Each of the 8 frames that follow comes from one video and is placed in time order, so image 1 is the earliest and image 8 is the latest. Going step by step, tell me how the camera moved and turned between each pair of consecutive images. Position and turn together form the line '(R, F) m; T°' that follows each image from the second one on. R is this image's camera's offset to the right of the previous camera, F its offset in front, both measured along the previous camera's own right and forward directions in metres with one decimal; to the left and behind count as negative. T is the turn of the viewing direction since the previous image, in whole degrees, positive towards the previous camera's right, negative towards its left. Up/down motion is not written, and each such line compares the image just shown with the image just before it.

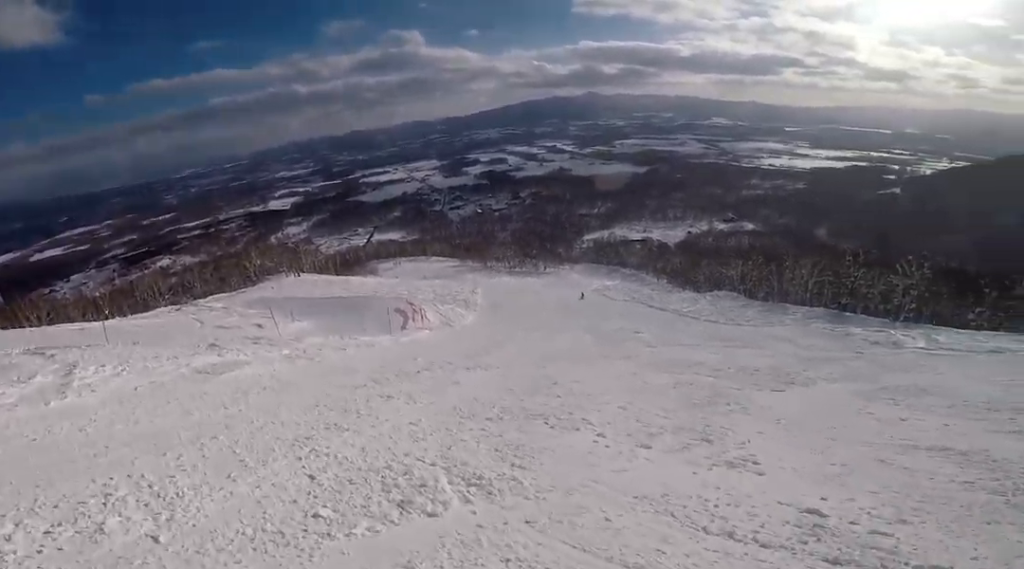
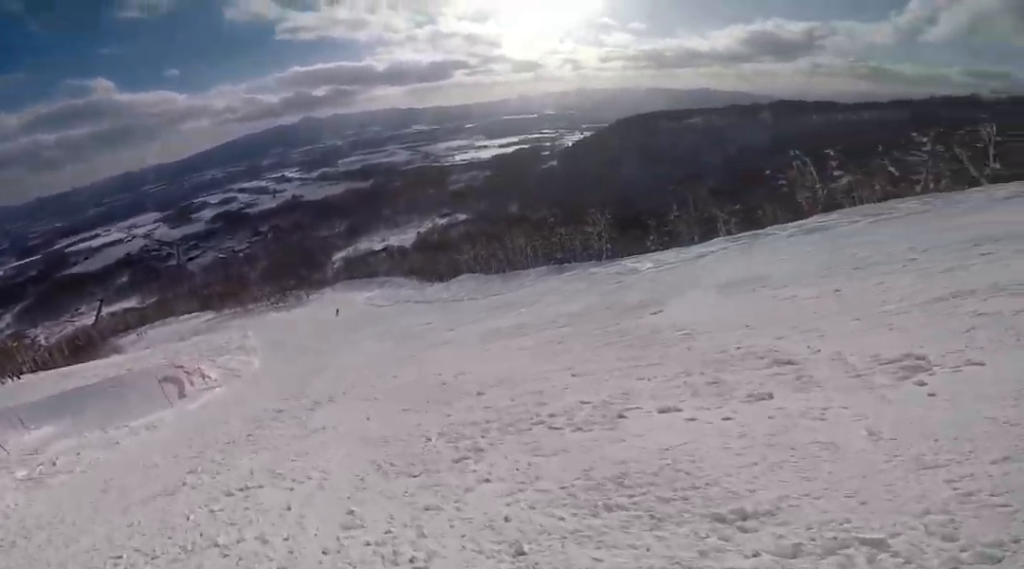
(+1.0, +2.0) m; +44°
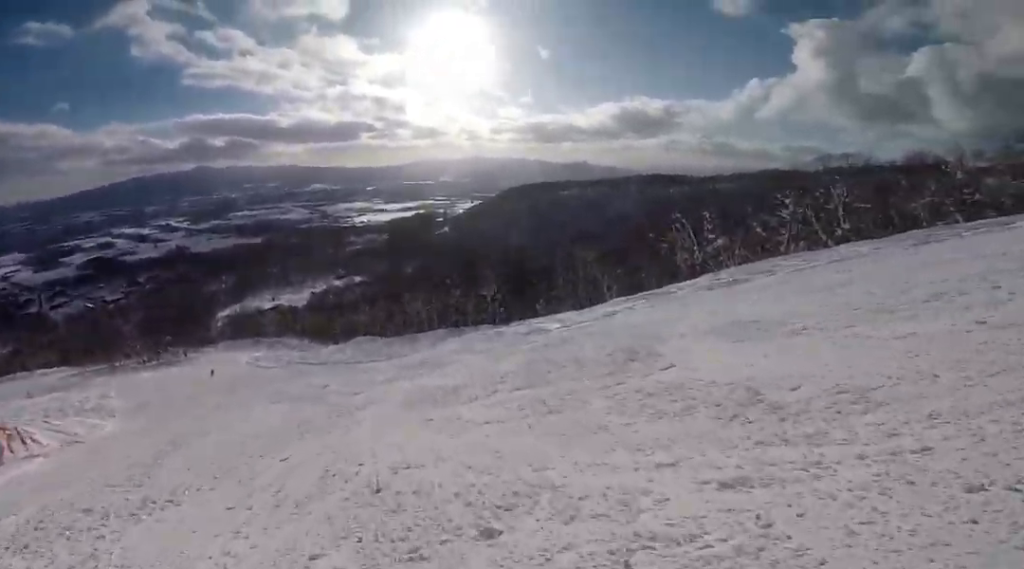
(+0.5, +3.3) m; +24°
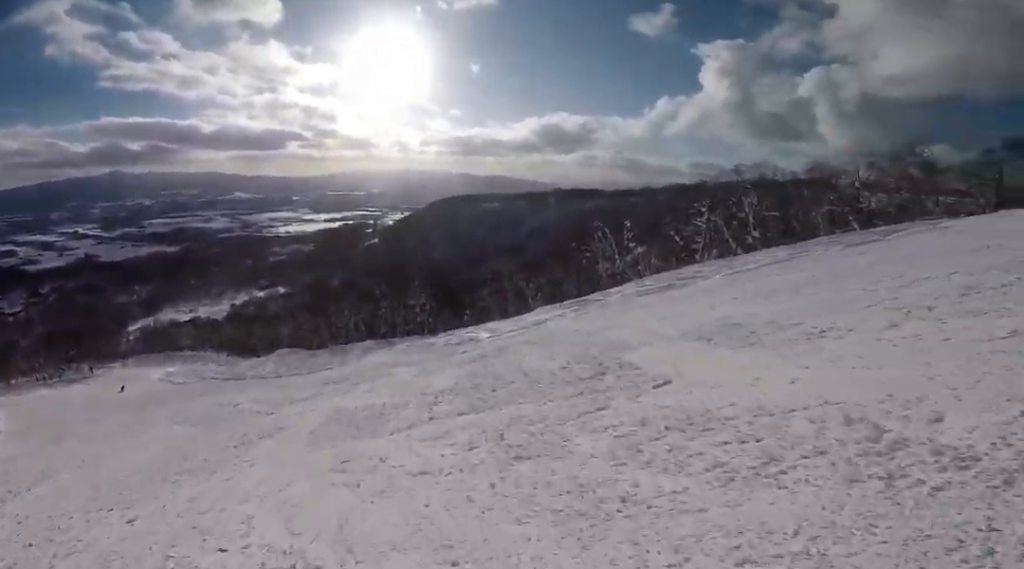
(+0.5, +1.9) m; +4°
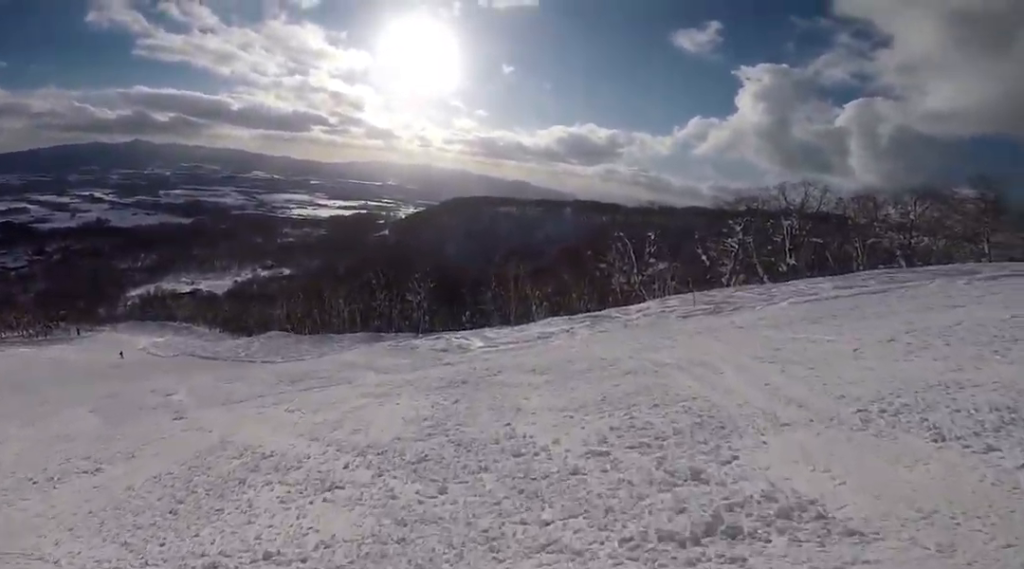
(+0.4, +4.8) m; +5°
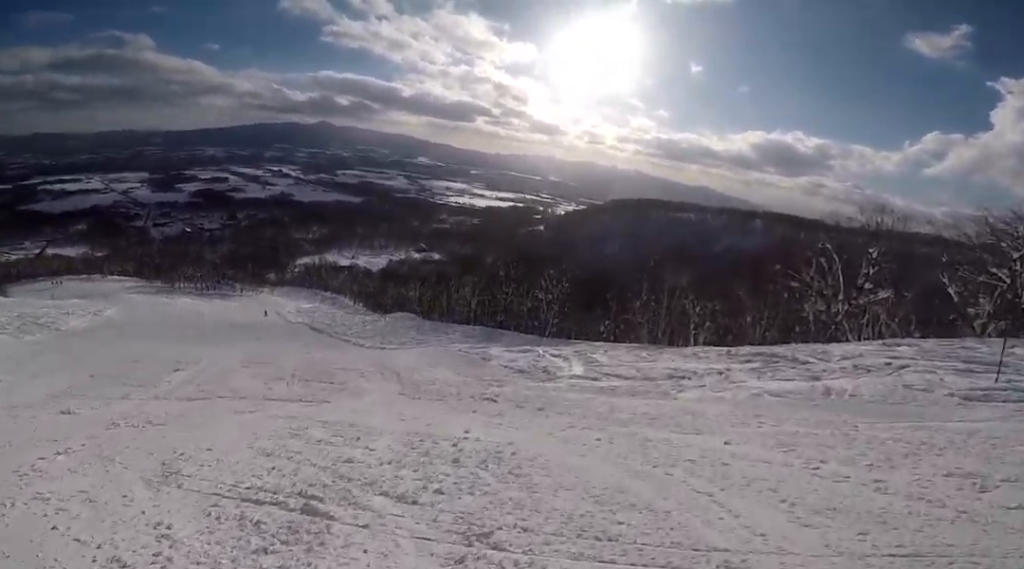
(-0.3, +9.1) m; -22°
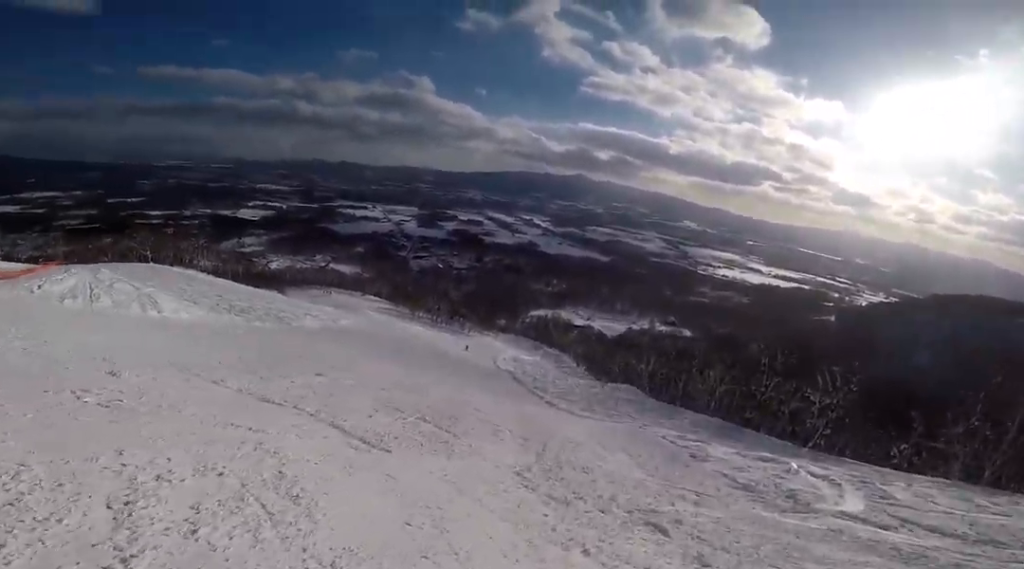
(-1.5, +4.2) m; -39°
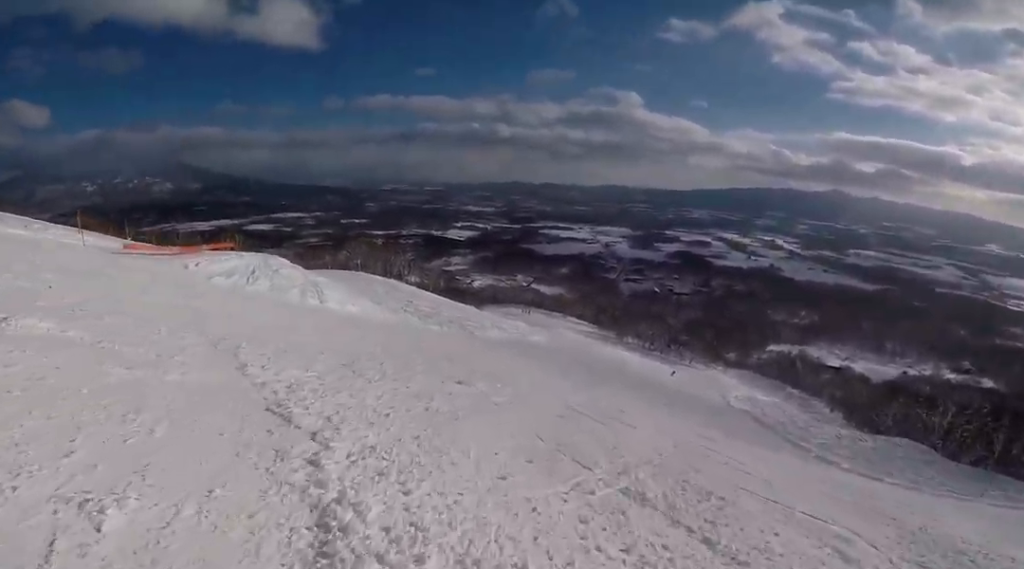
(-2.0, +5.1) m; -32°
